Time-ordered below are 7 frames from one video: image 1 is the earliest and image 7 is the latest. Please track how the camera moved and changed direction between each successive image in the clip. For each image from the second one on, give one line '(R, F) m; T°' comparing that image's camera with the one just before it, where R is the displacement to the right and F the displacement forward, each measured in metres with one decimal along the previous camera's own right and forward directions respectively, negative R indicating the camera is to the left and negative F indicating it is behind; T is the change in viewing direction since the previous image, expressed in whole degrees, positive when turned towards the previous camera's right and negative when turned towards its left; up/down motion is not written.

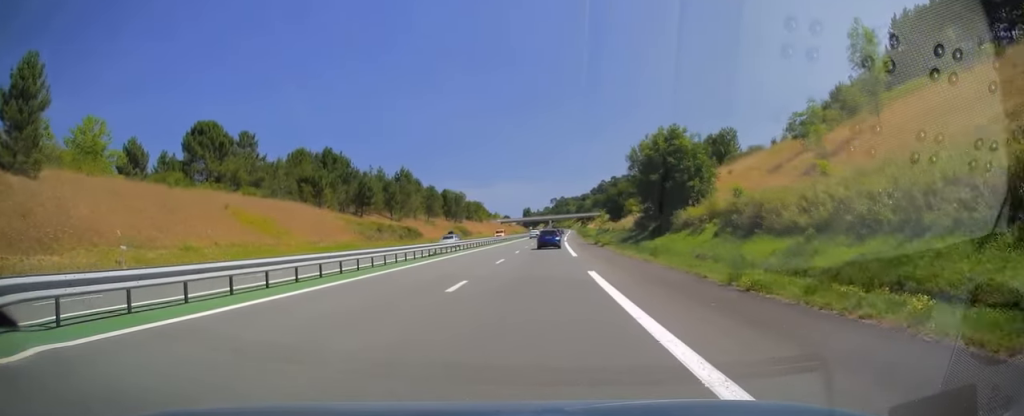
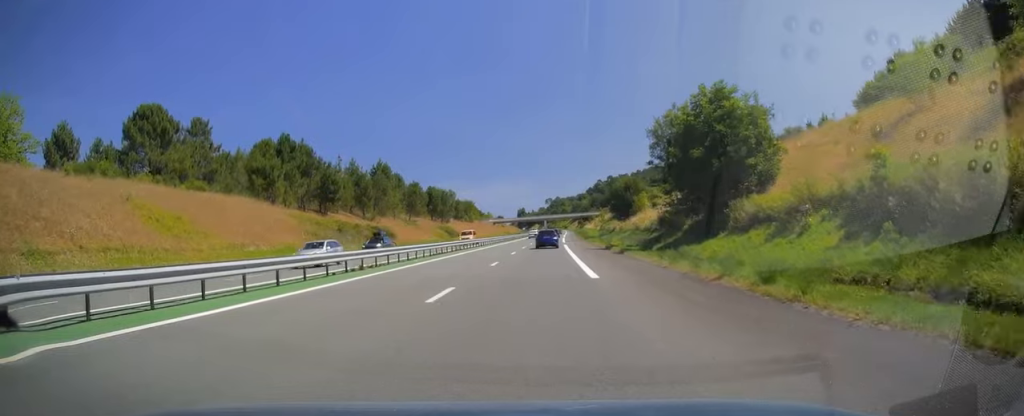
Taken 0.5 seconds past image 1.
(+0.1, +15.1) m; 0°
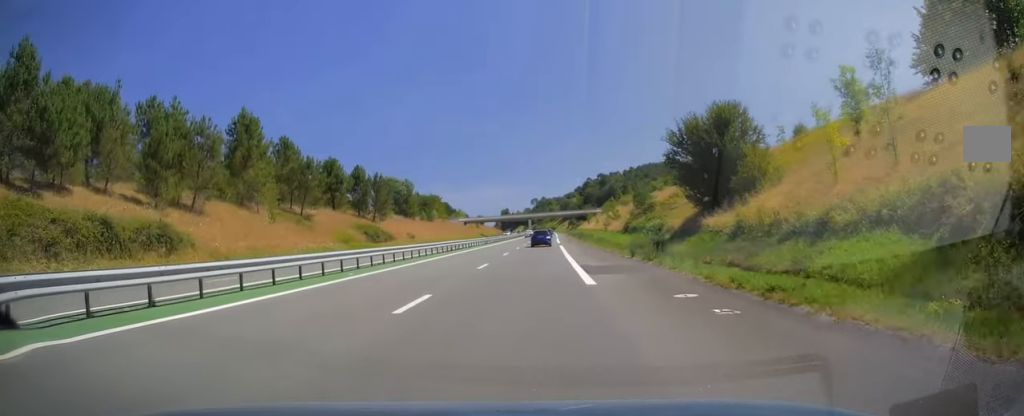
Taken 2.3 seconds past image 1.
(+0.4, +53.6) m; +1°
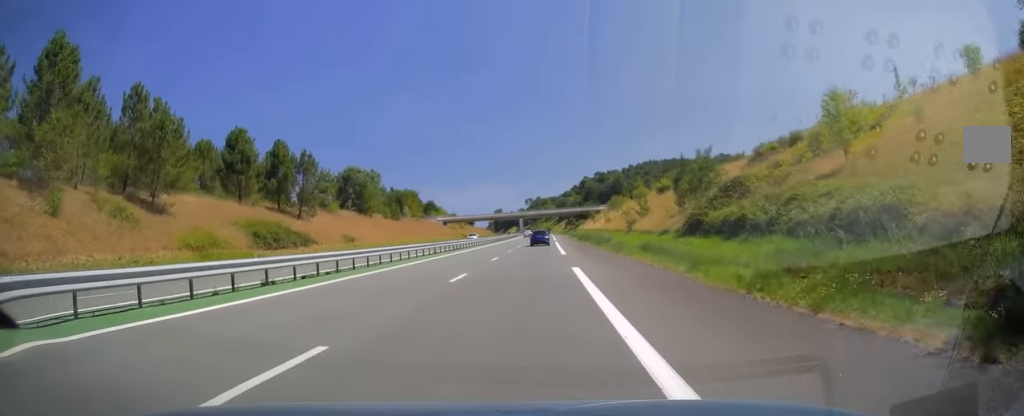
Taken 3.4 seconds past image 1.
(+0.1, +32.1) m; 0°
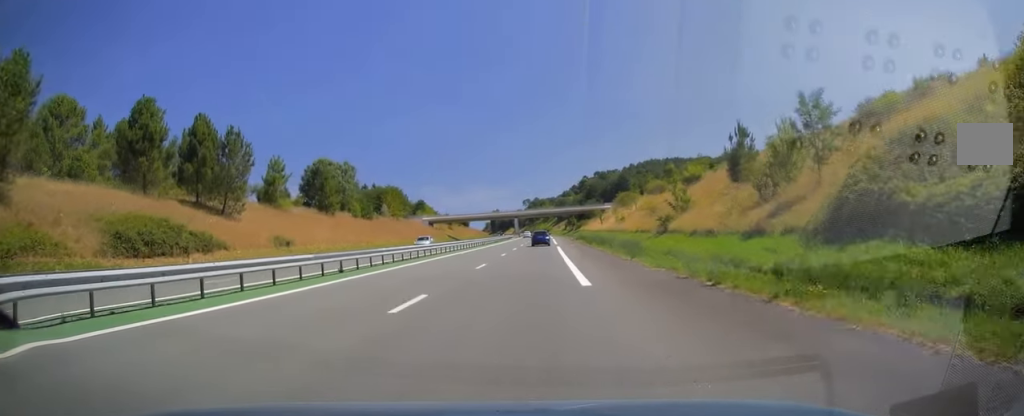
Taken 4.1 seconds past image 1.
(0.0, +19.5) m; 0°
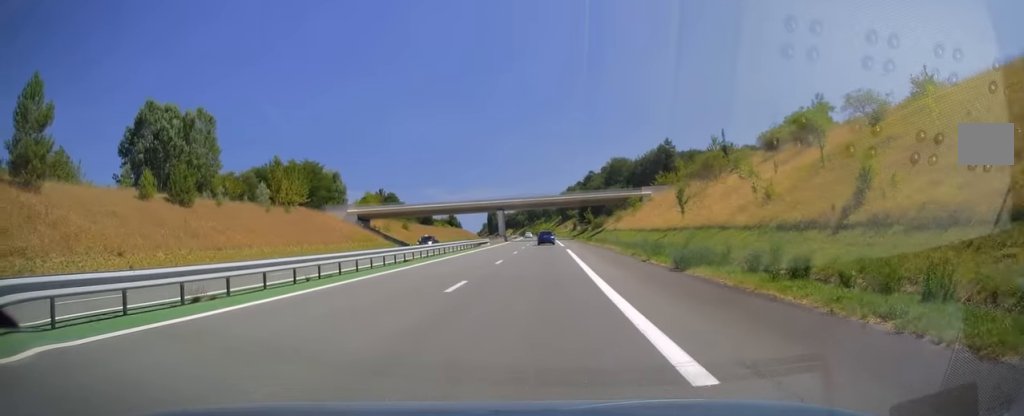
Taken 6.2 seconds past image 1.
(0.0, +61.5) m; 0°
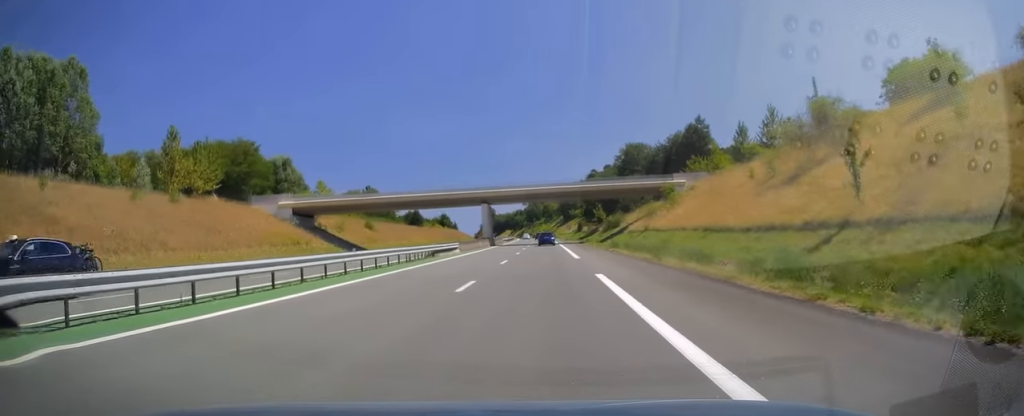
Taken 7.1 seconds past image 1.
(0.0, +25.9) m; 0°
